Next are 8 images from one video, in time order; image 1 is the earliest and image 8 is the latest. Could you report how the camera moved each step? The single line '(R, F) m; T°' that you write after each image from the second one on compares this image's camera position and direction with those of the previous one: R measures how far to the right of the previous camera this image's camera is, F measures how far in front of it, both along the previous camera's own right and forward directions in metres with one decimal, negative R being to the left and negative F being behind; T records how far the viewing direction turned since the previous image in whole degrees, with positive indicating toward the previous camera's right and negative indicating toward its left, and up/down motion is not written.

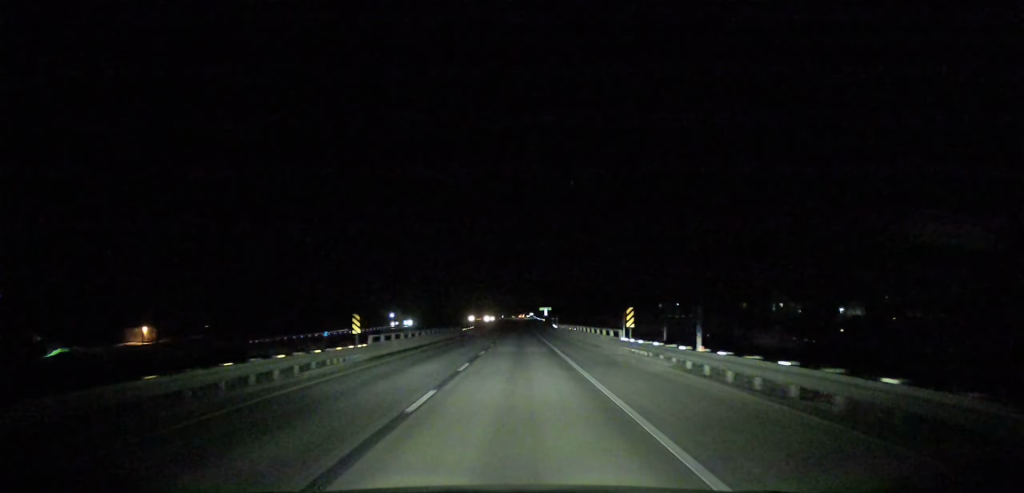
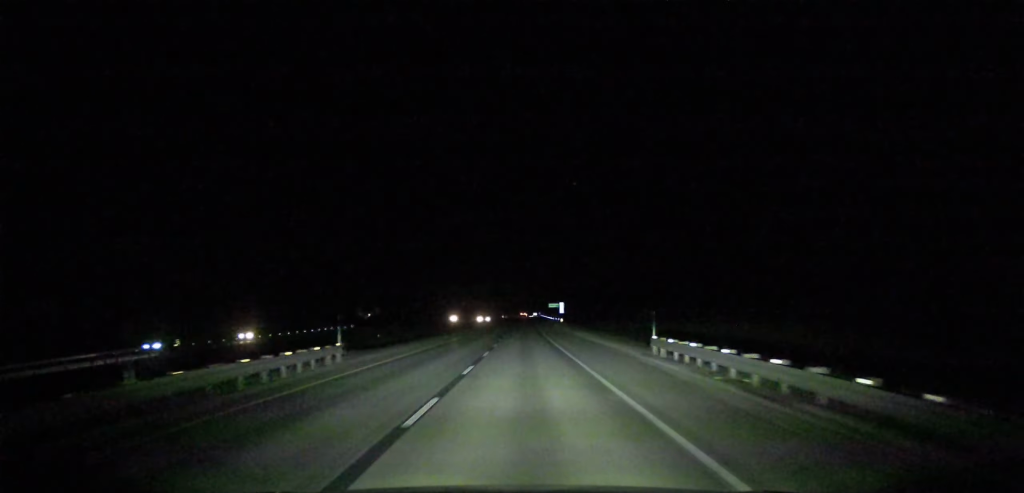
(0.0, +84.1) m; 0°
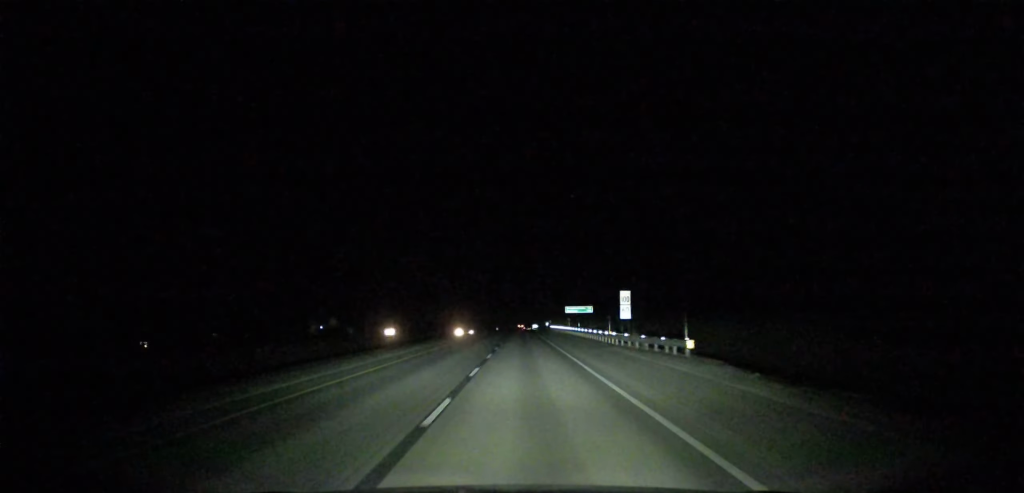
(+0.1, +101.1) m; 0°
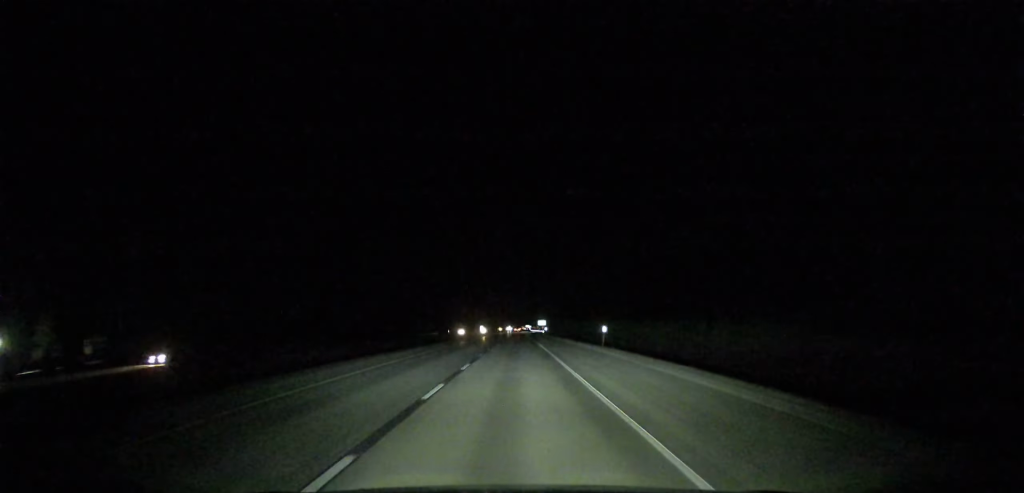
(-0.1, +225.2) m; 0°
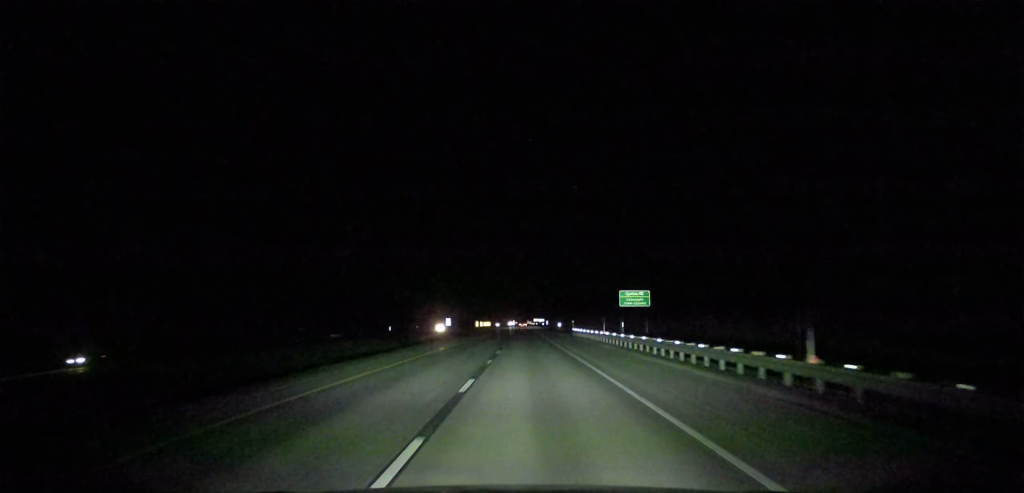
(+0.2, +222.4) m; 0°
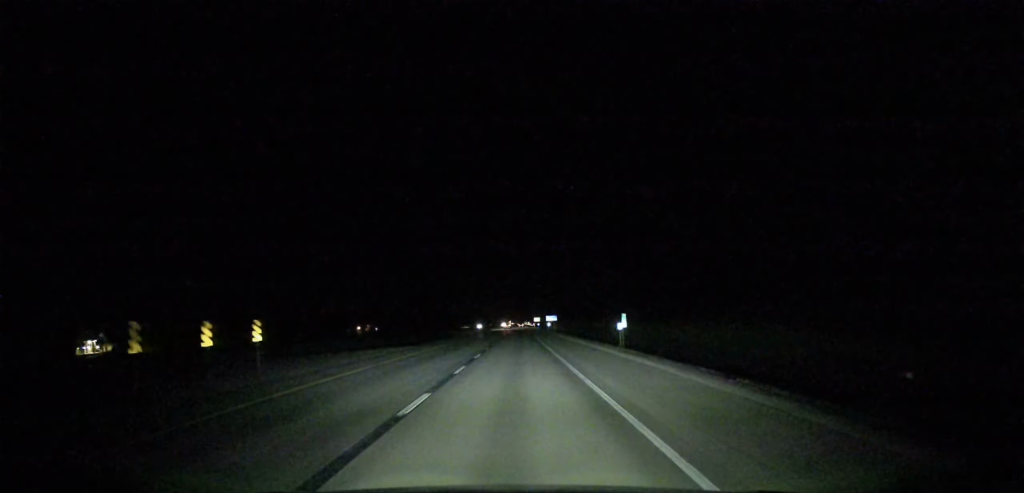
(+0.4, +182.7) m; 0°
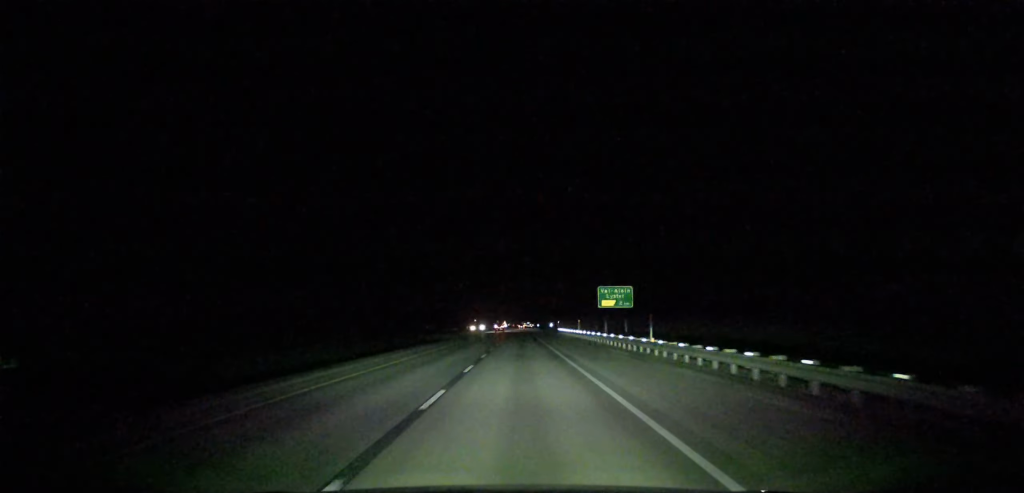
(-0.5, +406.0) m; 0°
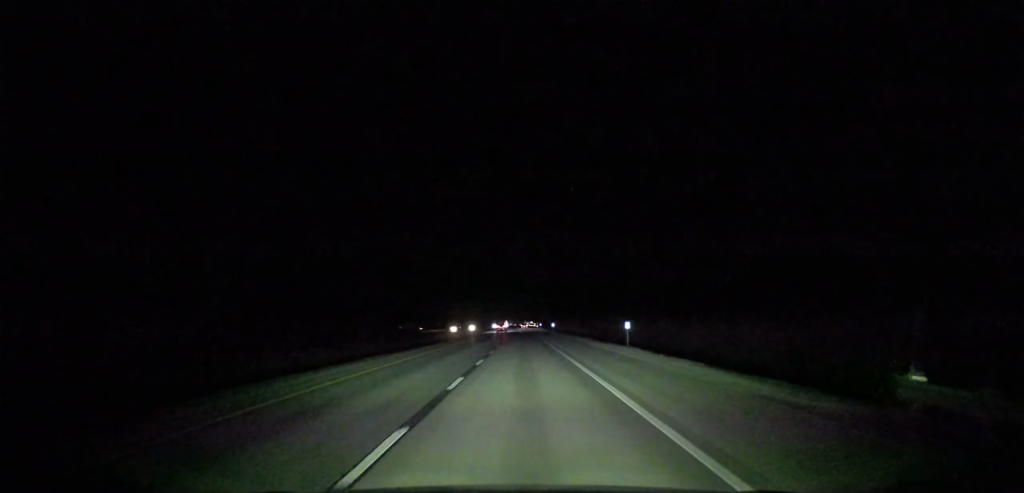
(+0.1, +94.5) m; 0°
